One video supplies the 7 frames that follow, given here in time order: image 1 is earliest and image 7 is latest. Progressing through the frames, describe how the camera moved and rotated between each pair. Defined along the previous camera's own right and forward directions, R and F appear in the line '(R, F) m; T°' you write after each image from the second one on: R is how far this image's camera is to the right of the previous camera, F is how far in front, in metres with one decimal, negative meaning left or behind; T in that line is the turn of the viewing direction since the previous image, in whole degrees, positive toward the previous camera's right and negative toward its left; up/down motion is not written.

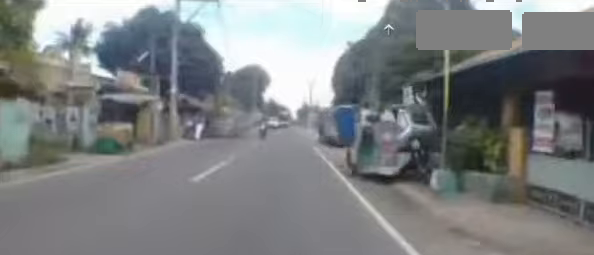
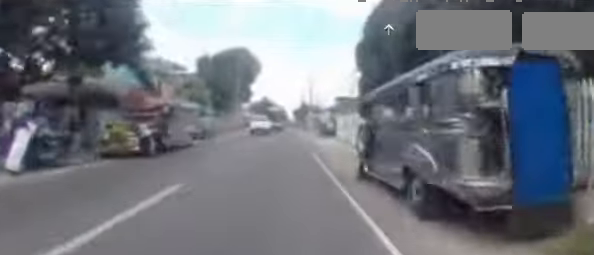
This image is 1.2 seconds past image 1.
(-0.1, +13.6) m; -3°
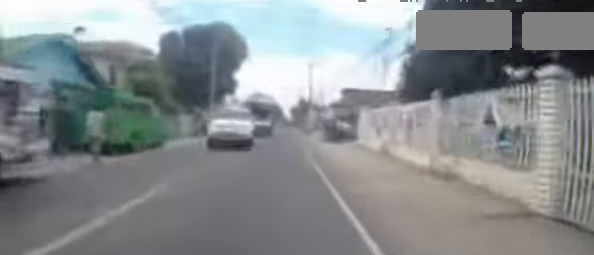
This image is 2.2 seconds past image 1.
(-0.4, +11.9) m; 0°
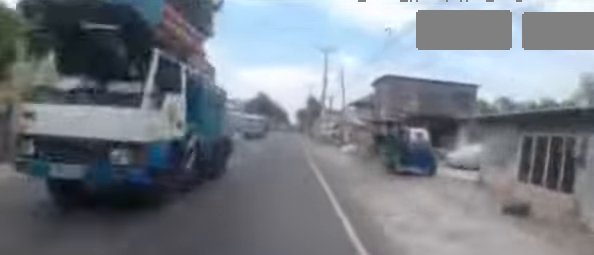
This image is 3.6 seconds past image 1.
(+0.8, +16.2) m; 0°
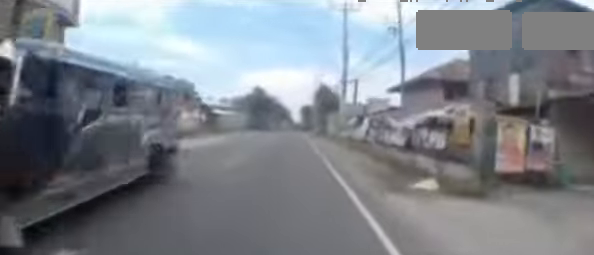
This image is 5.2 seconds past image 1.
(-1.3, +17.7) m; -4°
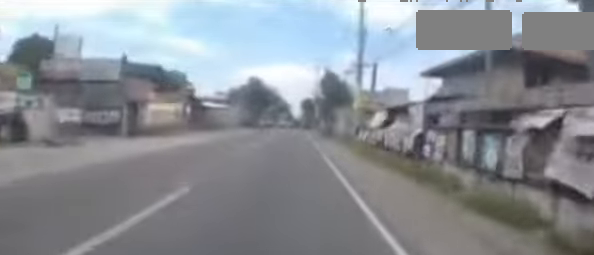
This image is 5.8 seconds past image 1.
(+0.4, +7.0) m; +1°
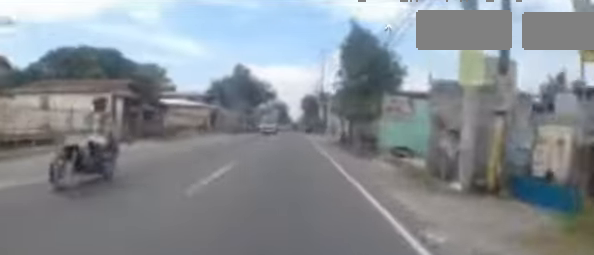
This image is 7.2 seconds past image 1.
(-0.1, +15.6) m; +2°
